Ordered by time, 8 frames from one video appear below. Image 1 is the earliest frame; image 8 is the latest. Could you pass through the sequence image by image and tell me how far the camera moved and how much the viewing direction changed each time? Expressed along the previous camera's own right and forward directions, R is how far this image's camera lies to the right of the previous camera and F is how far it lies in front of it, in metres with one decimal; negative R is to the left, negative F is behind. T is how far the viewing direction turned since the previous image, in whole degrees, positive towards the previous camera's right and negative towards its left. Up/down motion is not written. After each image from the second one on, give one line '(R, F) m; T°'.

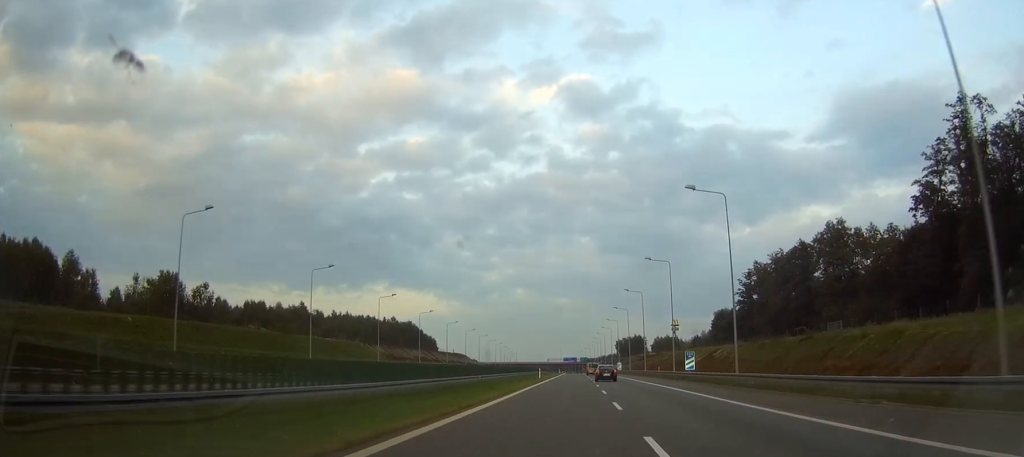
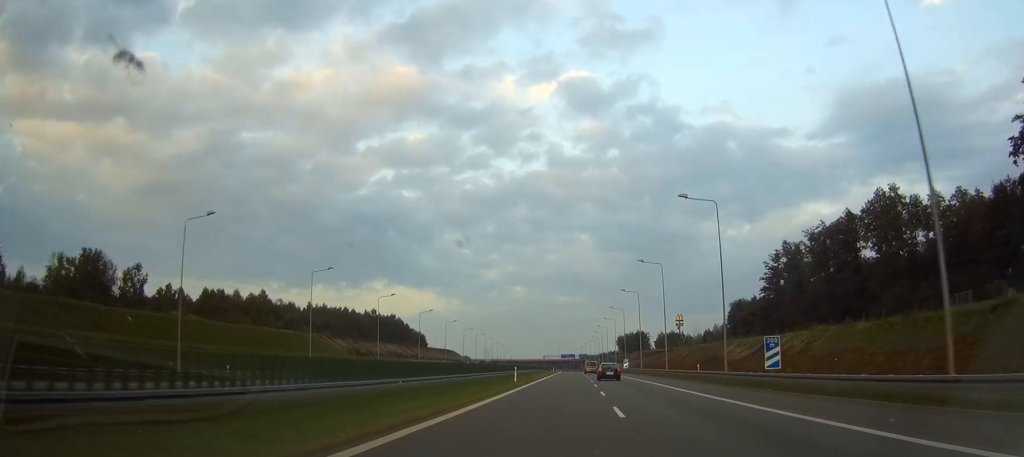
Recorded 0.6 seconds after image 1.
(0.0, +27.8) m; 0°
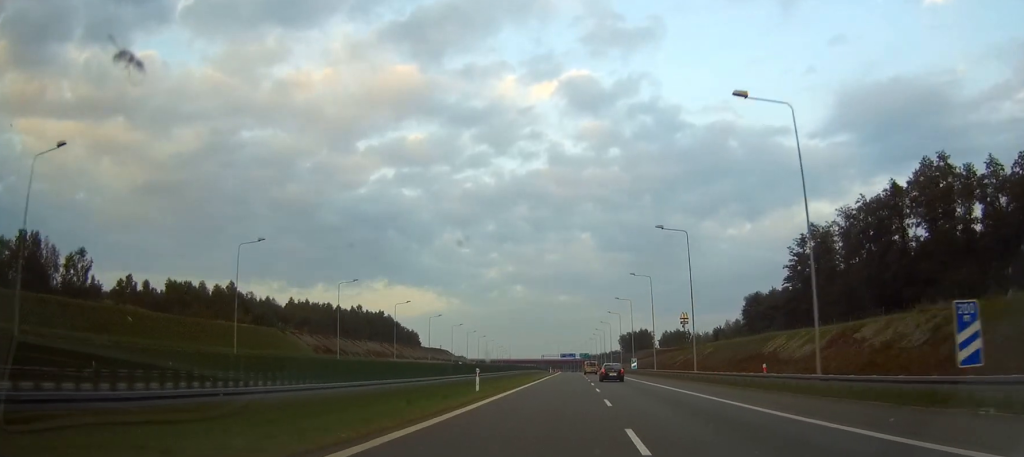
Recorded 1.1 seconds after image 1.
(0.0, +19.1) m; 0°
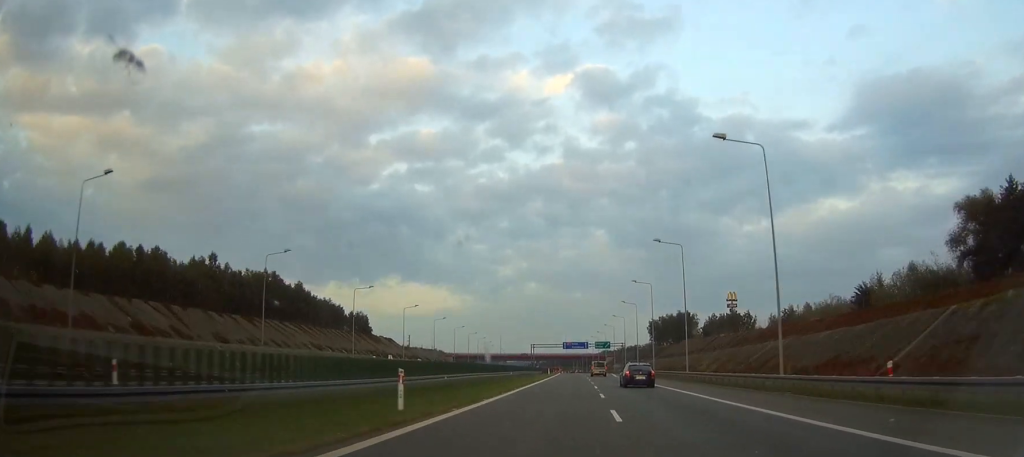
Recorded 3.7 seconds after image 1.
(-1.0, +114.9) m; -1°
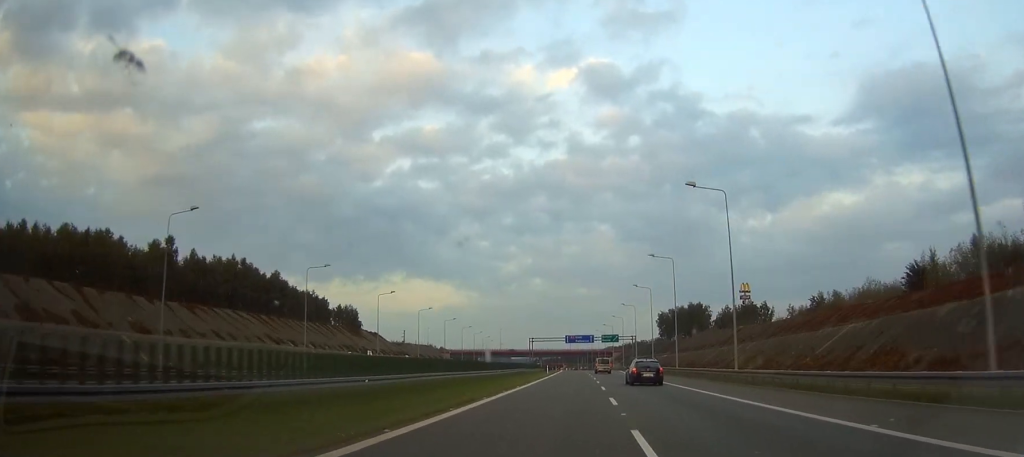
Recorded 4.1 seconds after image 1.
(-0.1, +19.2) m; 0°
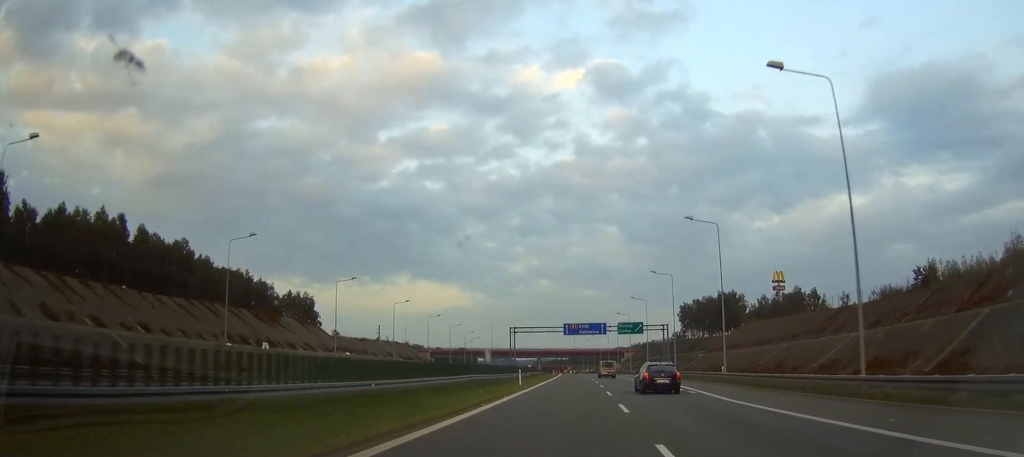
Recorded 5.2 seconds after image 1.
(-0.3, +50.3) m; -1°
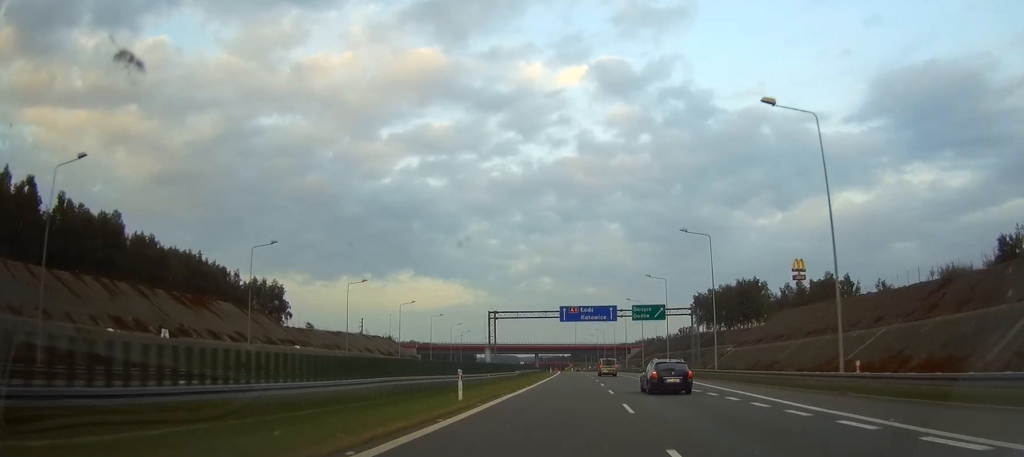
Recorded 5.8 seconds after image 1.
(-0.1, +25.1) m; 0°
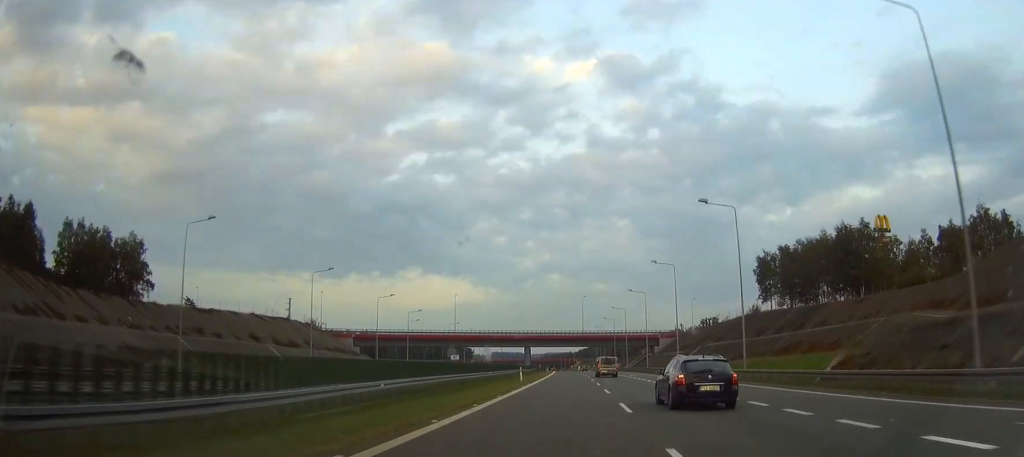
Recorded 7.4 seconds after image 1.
(-0.6, +72.6) m; -1°
